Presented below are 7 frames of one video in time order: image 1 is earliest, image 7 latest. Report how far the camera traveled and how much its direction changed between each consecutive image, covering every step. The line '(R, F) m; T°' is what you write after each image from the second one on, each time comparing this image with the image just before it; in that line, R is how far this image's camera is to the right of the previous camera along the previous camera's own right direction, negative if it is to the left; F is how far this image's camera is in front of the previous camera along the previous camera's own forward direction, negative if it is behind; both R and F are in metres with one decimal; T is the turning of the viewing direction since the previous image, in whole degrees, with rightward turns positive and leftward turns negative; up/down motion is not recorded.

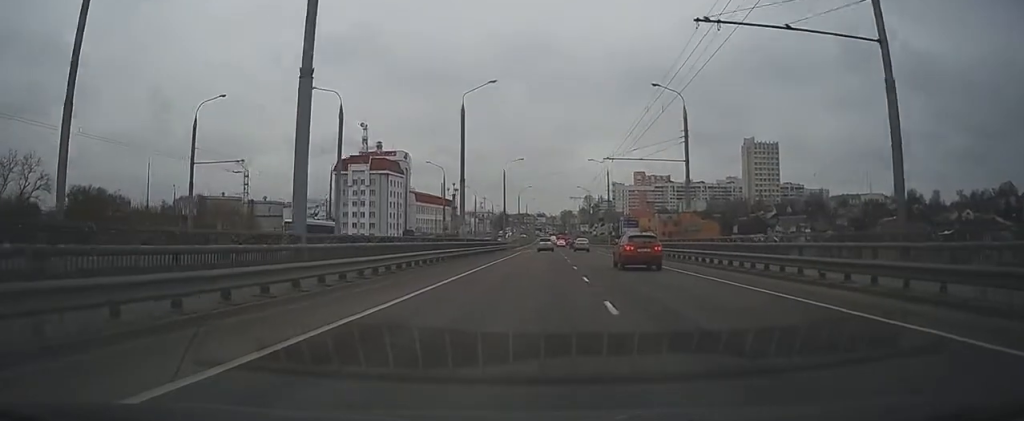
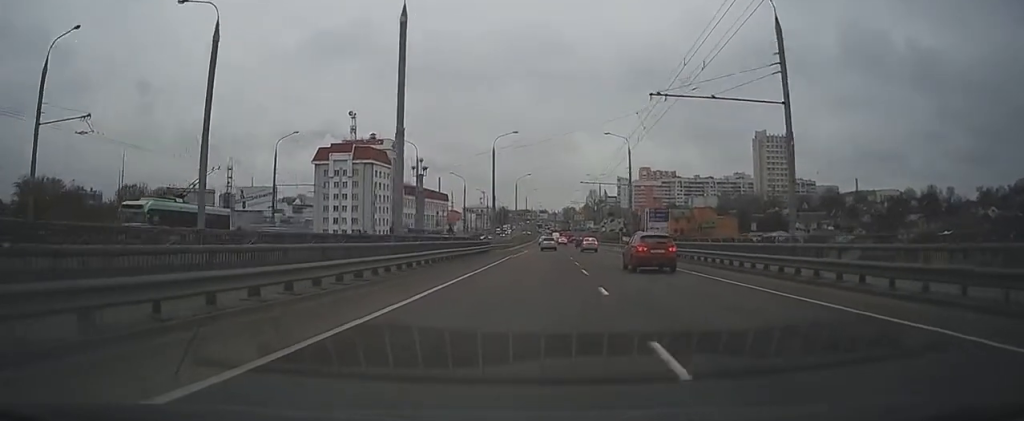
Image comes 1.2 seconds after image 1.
(+0.2, +20.3) m; -2°
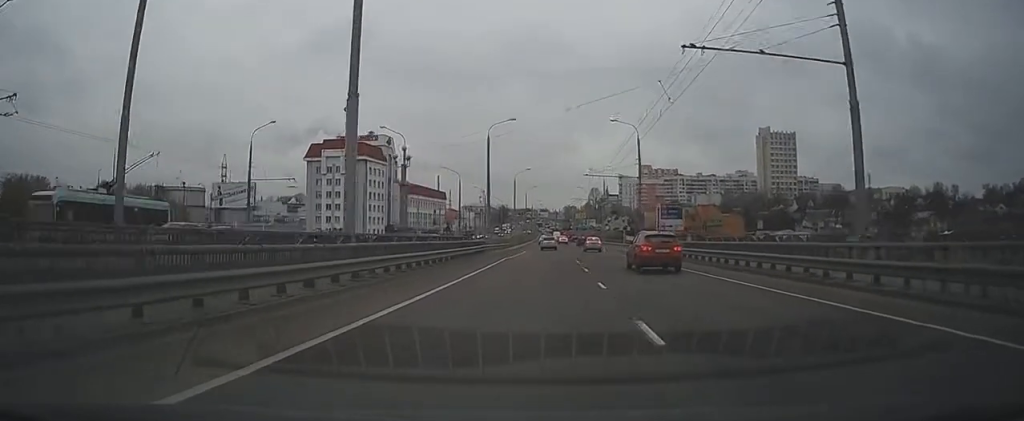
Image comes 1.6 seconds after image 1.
(-0.2, +6.5) m; -1°
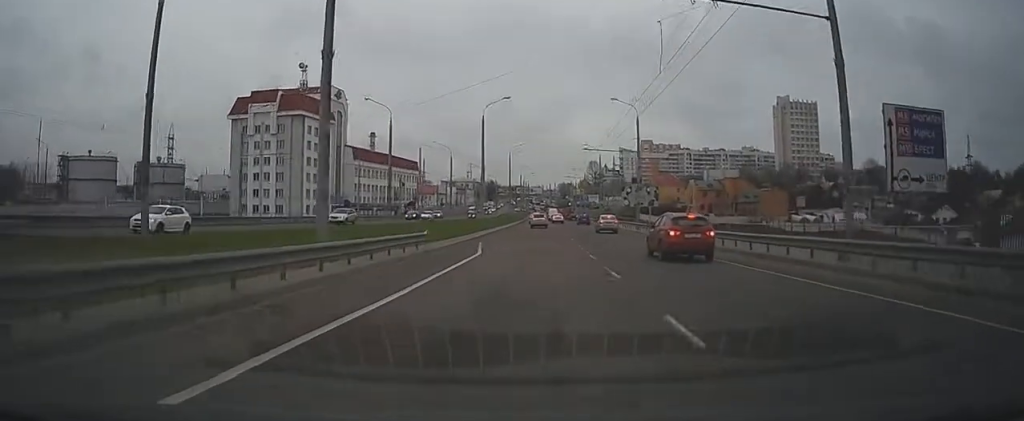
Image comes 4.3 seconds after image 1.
(+0.8, +42.8) m; +3°
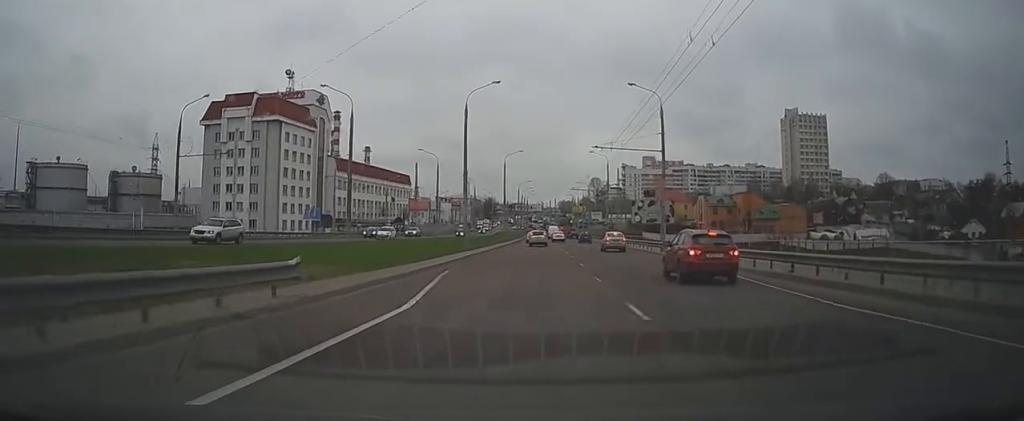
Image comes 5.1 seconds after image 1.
(-0.4, +12.3) m; -2°
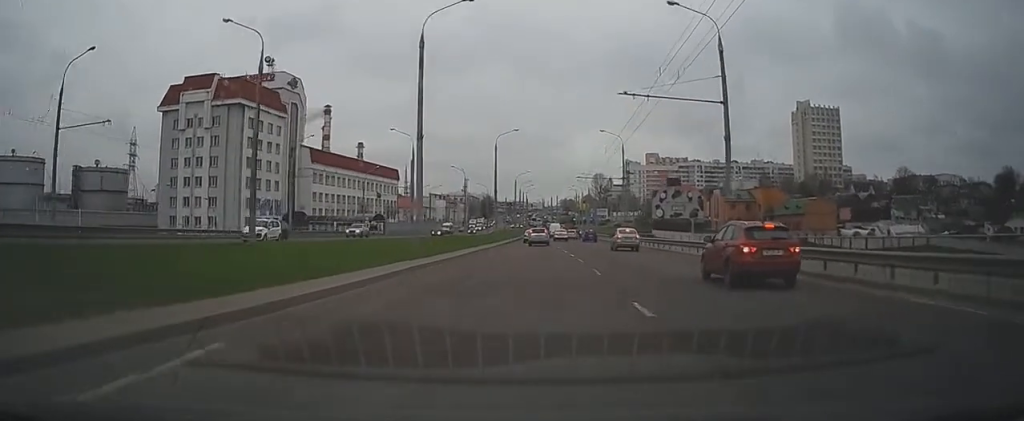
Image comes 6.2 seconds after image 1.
(-0.2, +16.1) m; -1°
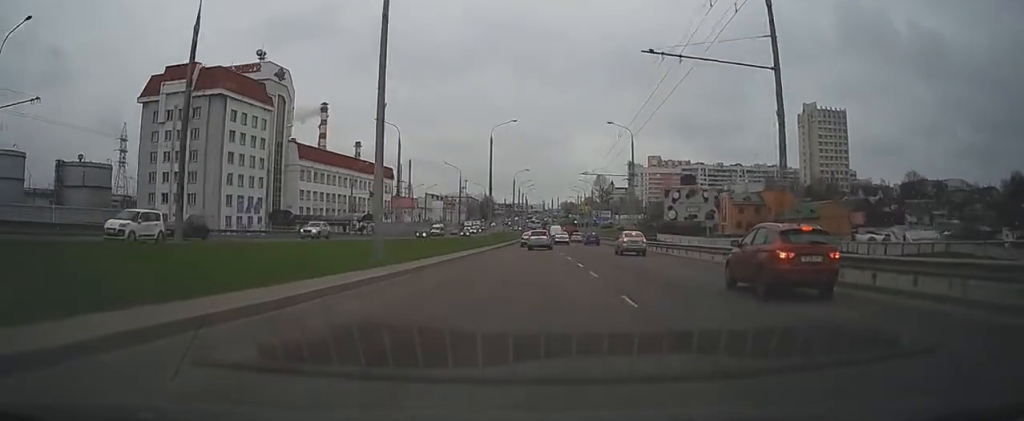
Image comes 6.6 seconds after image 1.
(0.0, +6.9) m; 0°
